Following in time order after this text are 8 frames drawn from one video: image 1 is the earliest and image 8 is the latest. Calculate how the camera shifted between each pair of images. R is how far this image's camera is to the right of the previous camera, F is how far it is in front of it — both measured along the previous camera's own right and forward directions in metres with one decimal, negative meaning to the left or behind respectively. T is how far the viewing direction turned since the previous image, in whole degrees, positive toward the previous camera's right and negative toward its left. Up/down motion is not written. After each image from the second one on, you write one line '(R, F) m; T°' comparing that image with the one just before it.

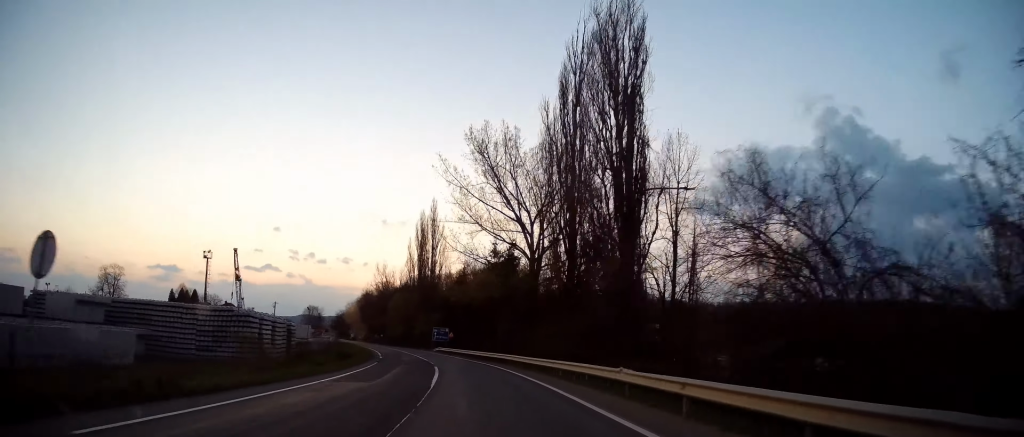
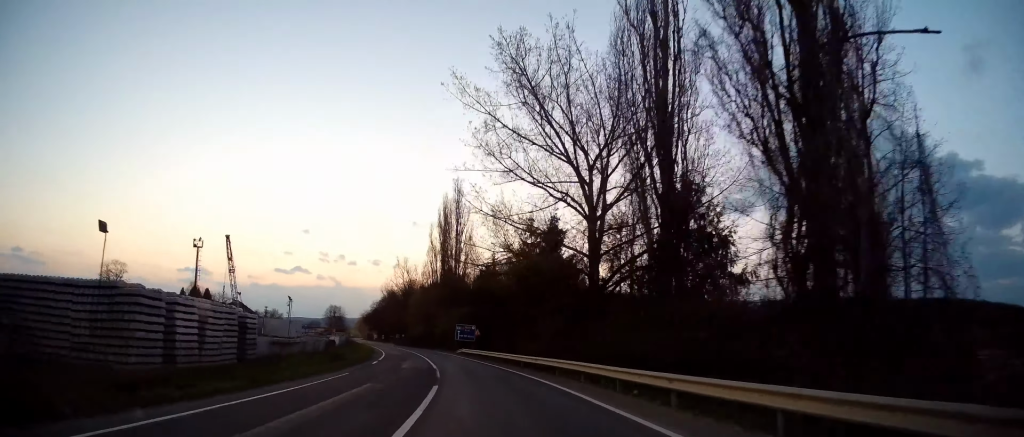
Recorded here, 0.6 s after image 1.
(+0.3, +14.7) m; -2°
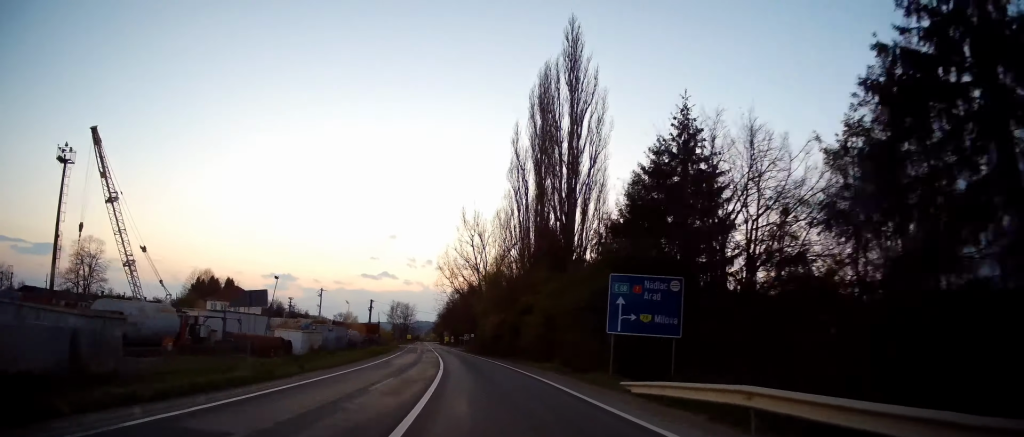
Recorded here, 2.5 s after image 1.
(-5.6, +50.5) m; -12°
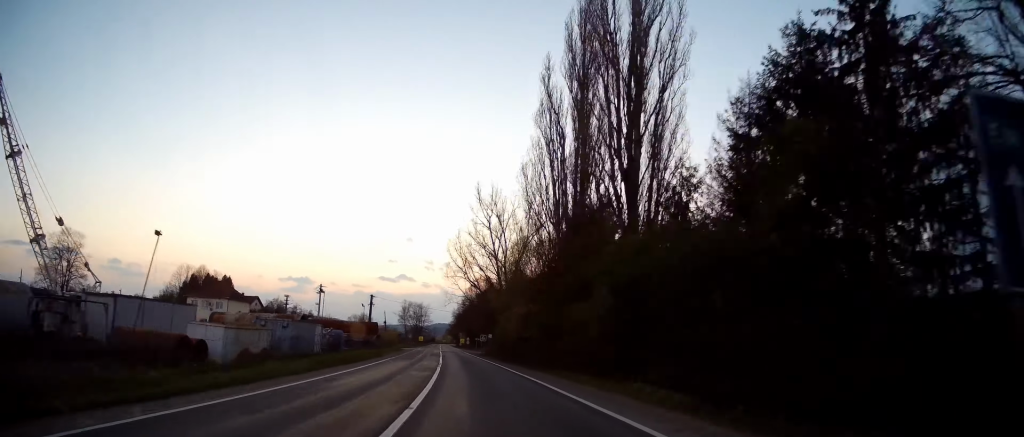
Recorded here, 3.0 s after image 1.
(-0.4, +14.1) m; -2°
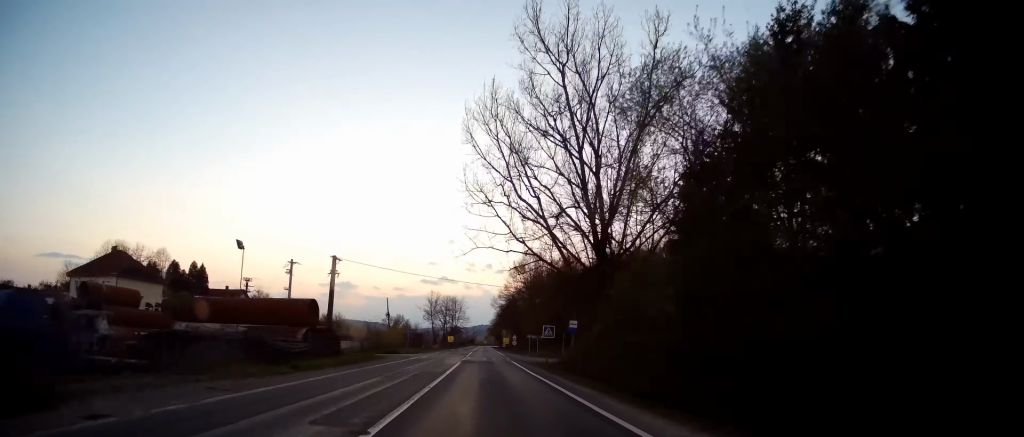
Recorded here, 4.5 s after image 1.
(-1.4, +39.8) m; -3°
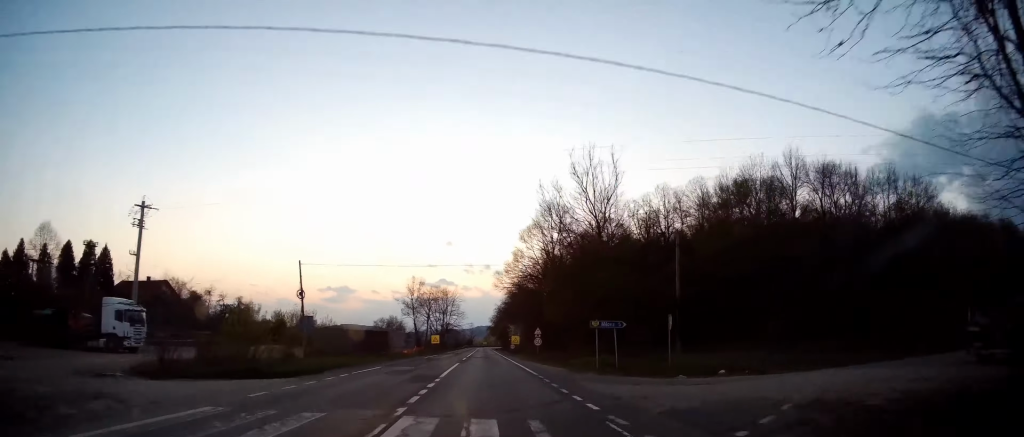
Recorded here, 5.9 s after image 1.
(-0.9, +36.8) m; -3°
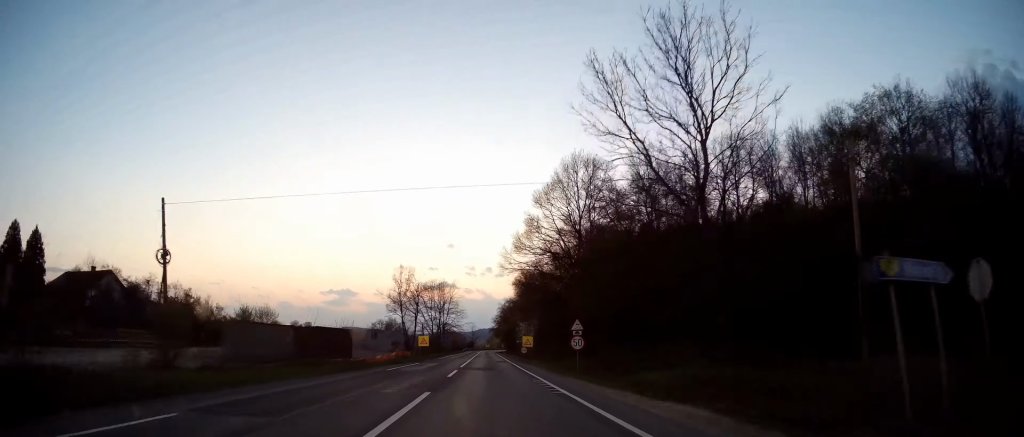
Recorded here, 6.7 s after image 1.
(-0.3, +19.1) m; -1°
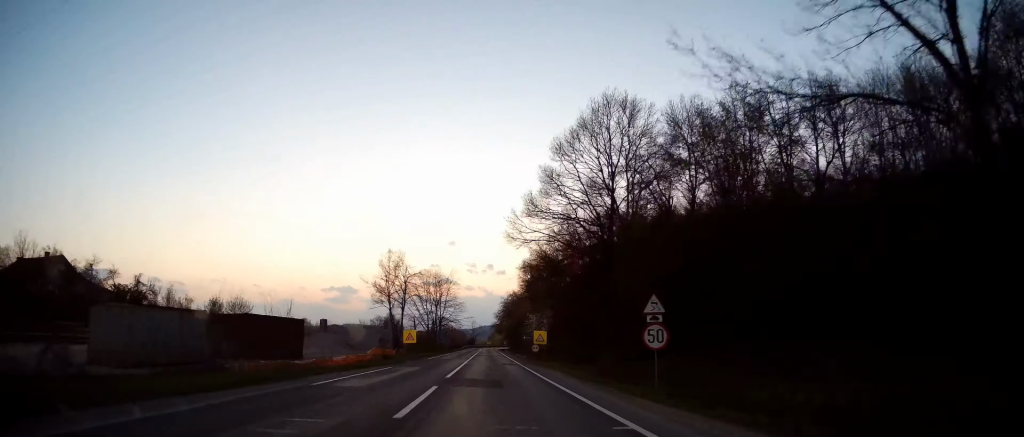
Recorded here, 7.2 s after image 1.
(0.0, +12.9) m; 0°
